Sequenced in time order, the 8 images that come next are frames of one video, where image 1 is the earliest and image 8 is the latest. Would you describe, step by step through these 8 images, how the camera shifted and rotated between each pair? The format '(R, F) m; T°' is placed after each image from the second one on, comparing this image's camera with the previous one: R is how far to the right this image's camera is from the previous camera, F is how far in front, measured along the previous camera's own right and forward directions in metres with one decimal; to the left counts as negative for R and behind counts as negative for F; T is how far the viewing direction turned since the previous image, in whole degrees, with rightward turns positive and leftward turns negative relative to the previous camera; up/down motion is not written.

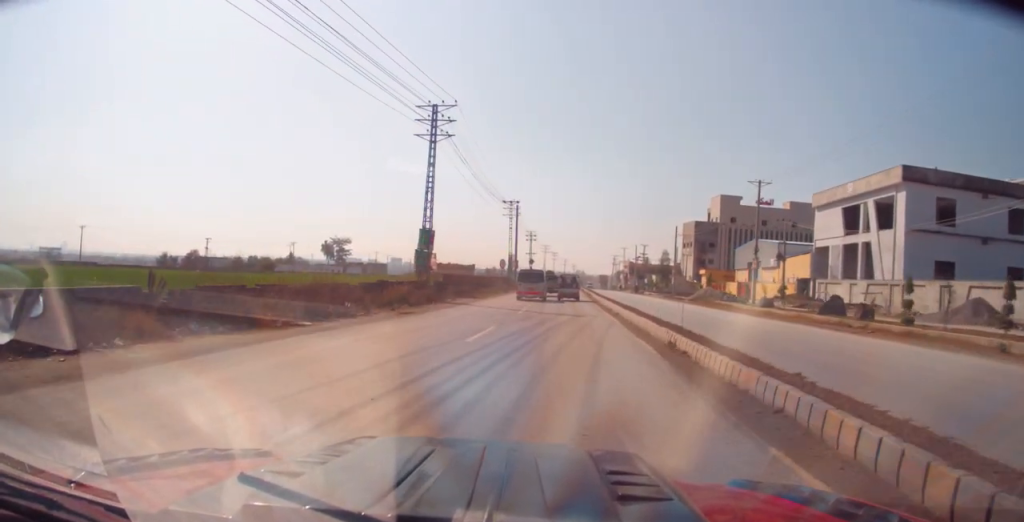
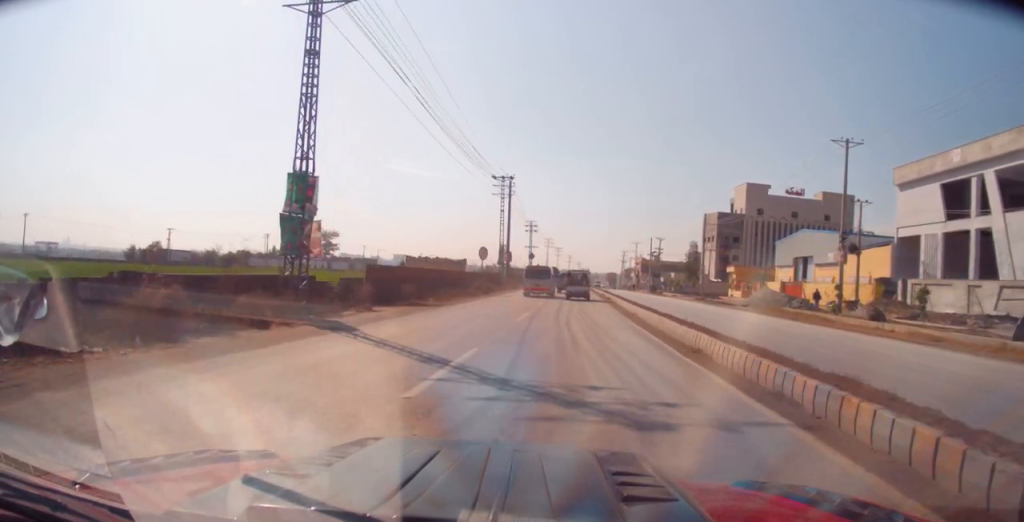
(0.0, +18.0) m; -1°
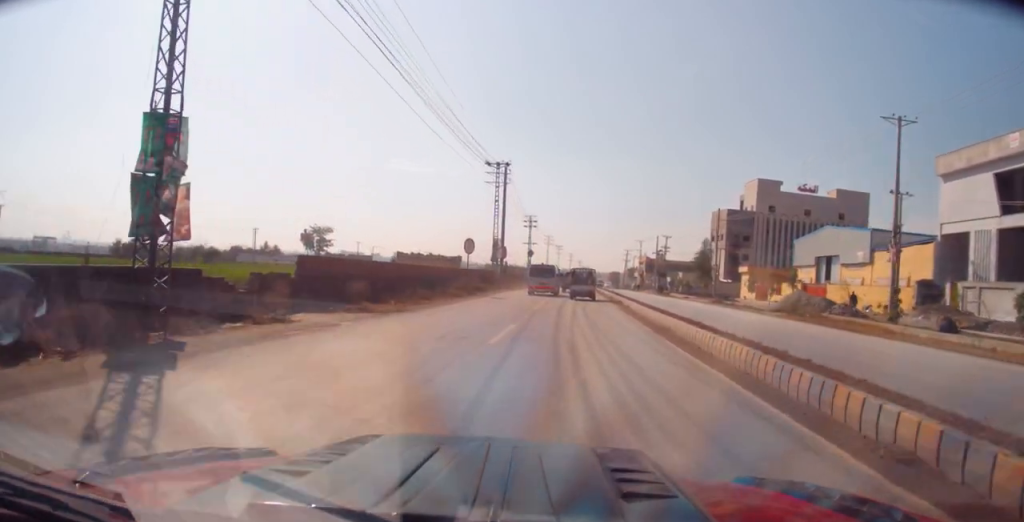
(+0.1, +7.0) m; -1°
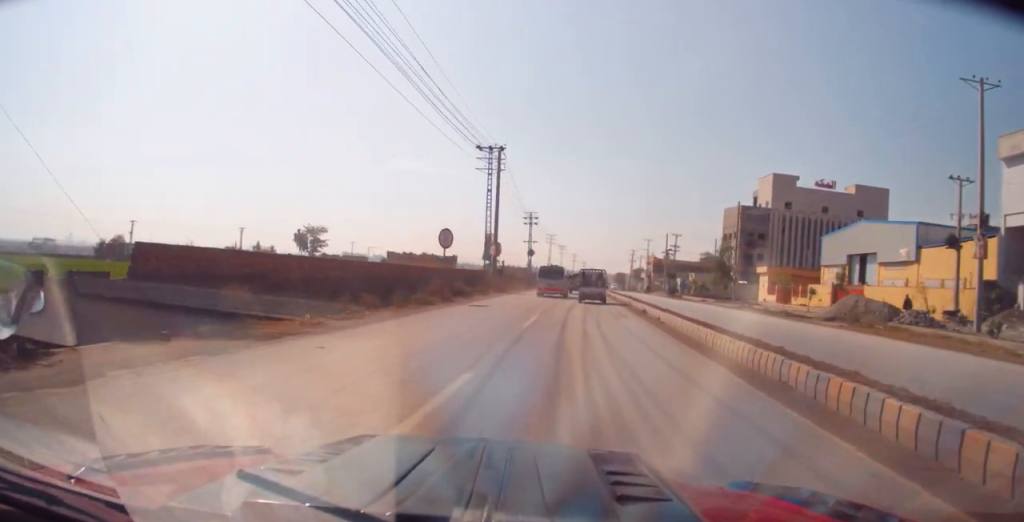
(-0.1, +8.1) m; 0°
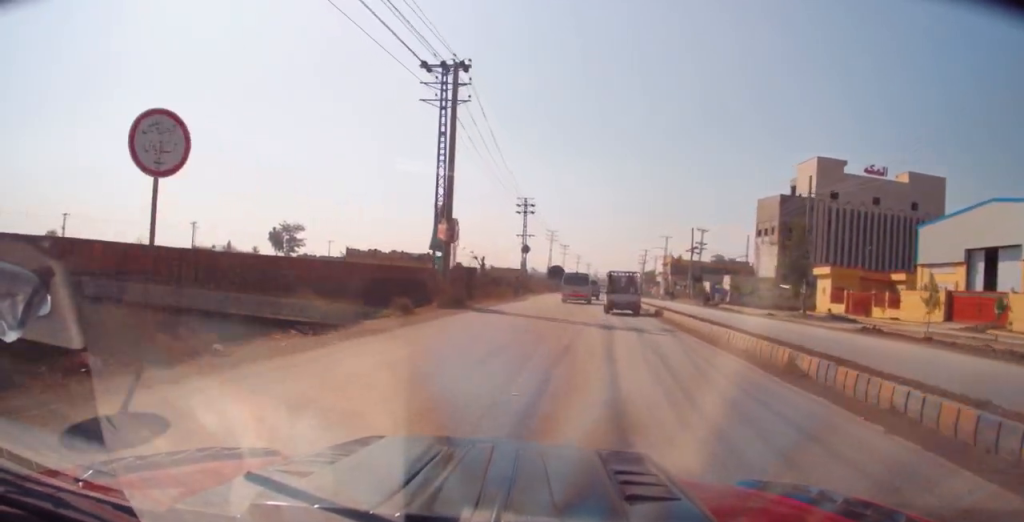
(-0.1, +21.2) m; 0°
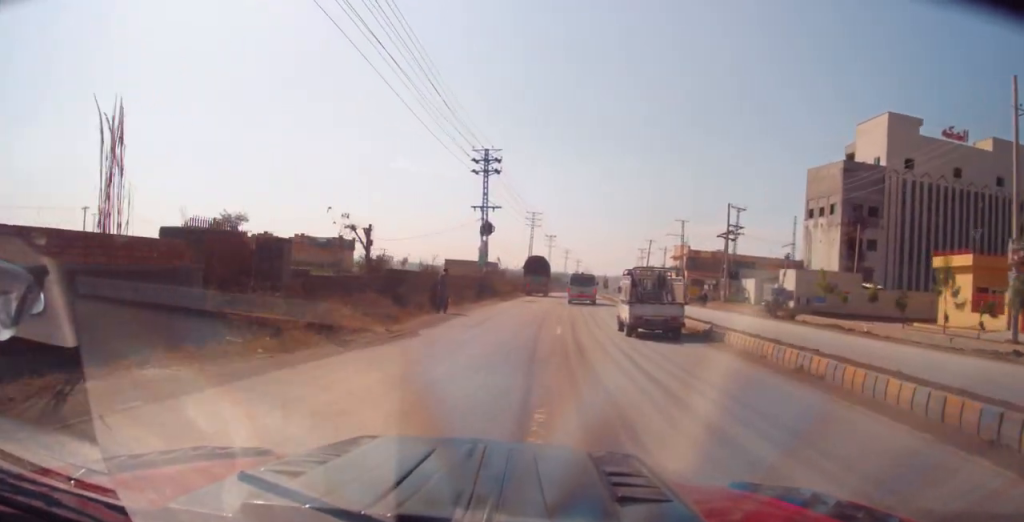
(+0.1, +28.0) m; 0°
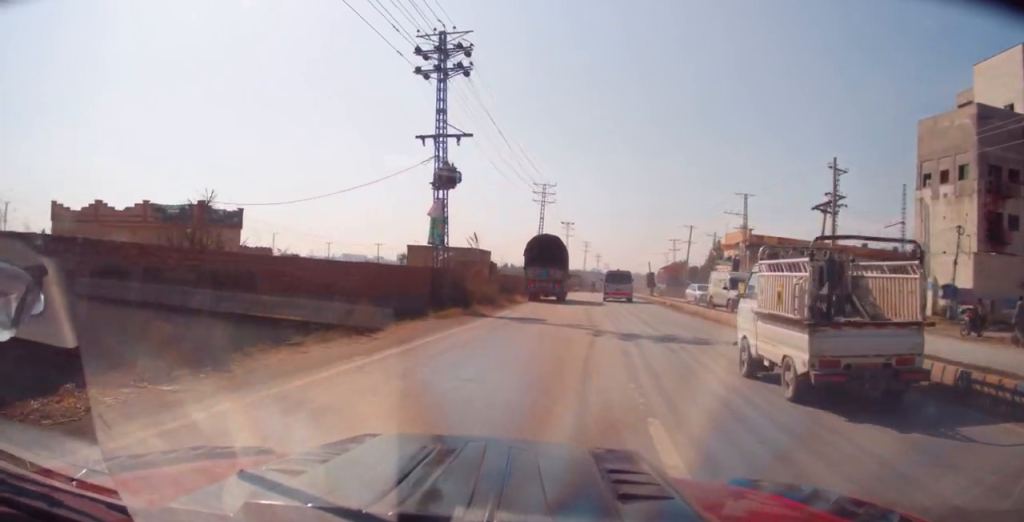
(-0.4, +23.3) m; 0°
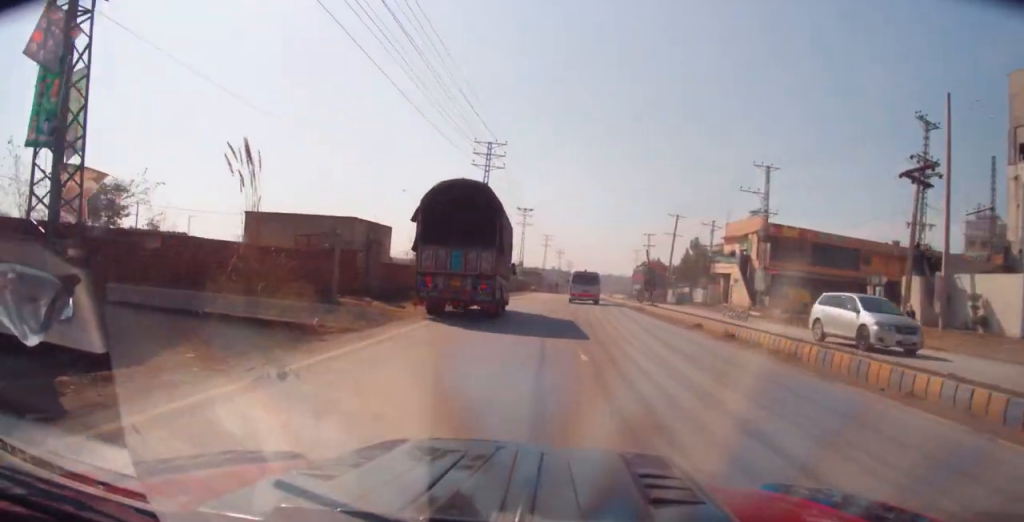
(+0.9, +18.9) m; +2°
